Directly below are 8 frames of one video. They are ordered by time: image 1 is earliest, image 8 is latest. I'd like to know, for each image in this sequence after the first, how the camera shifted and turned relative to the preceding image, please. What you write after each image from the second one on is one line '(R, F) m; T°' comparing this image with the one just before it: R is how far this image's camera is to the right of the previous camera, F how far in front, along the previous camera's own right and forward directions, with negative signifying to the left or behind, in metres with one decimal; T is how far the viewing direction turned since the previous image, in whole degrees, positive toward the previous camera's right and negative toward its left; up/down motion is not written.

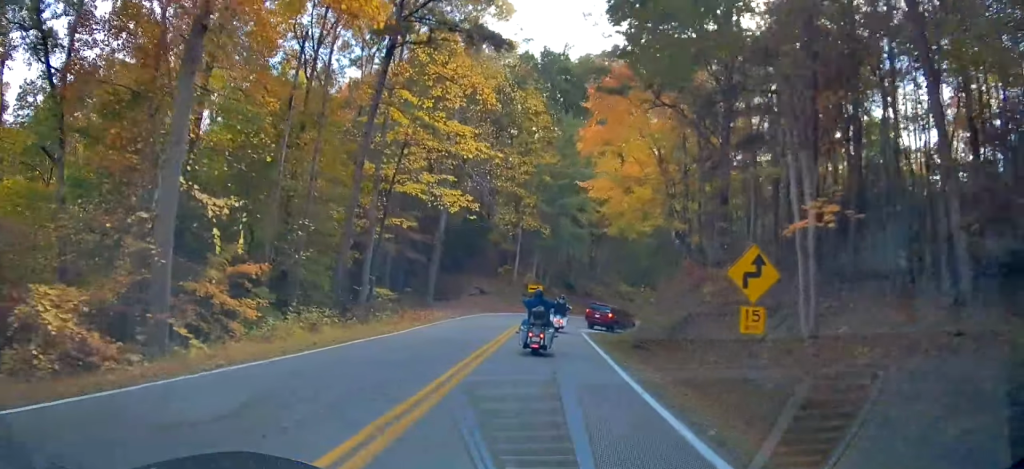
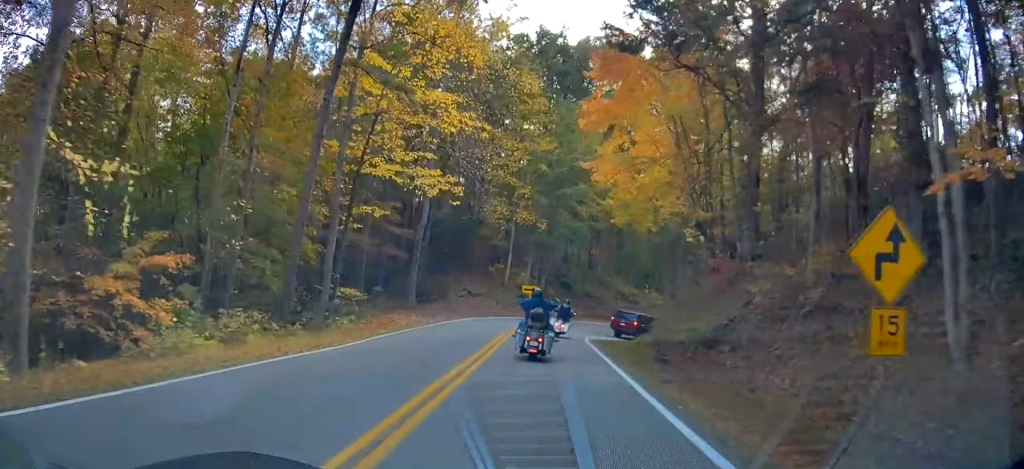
(-0.2, +5.4) m; 0°
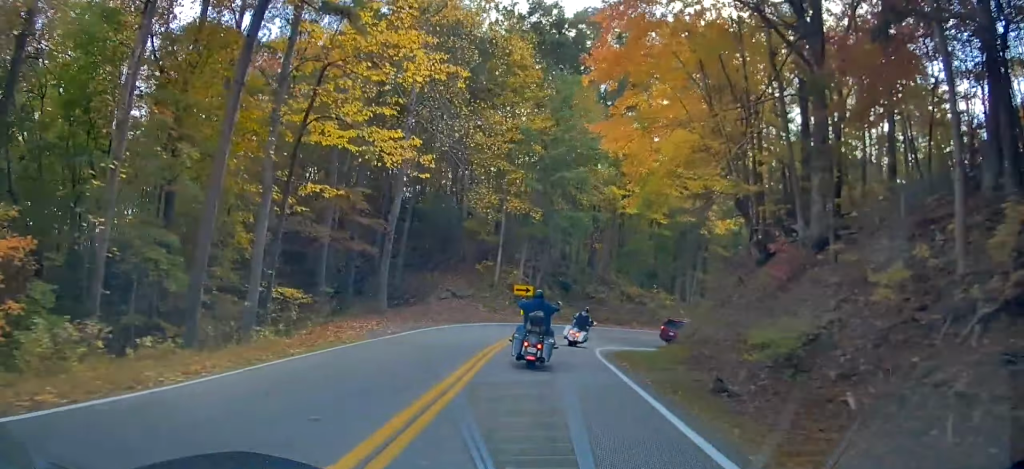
(+0.2, +6.5) m; +2°
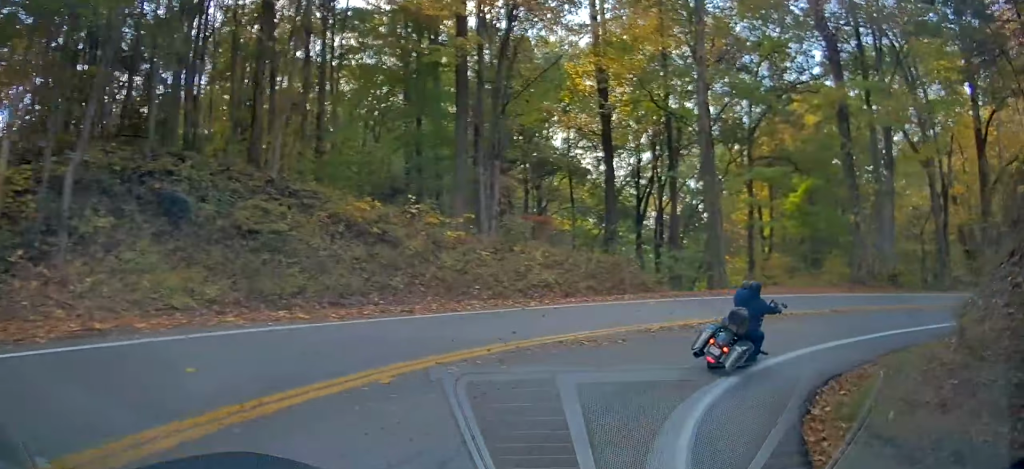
(+2.6, +32.1) m; +20°
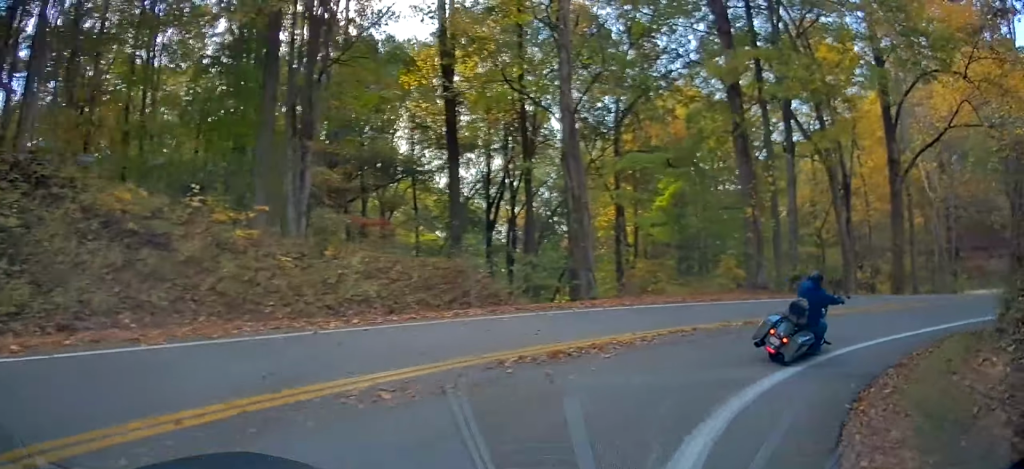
(+0.5, +4.7) m; +20°
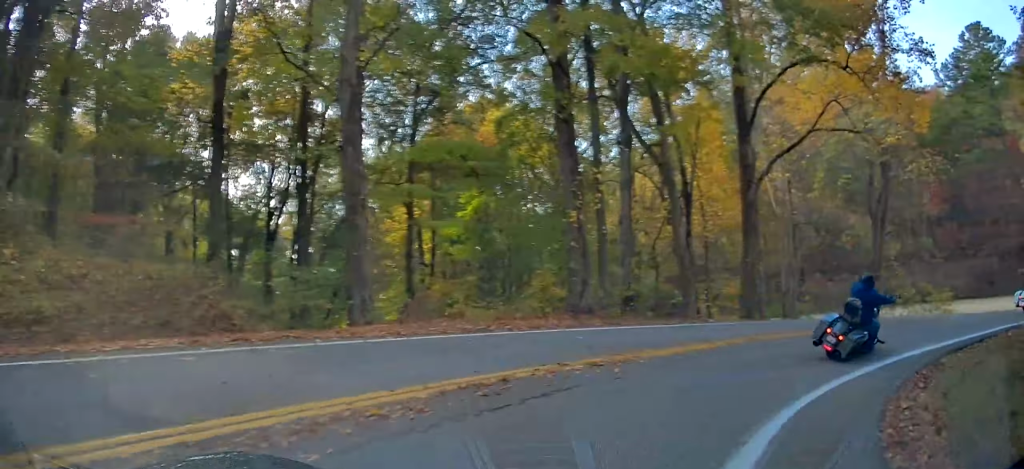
(+1.1, +4.6) m; +23°
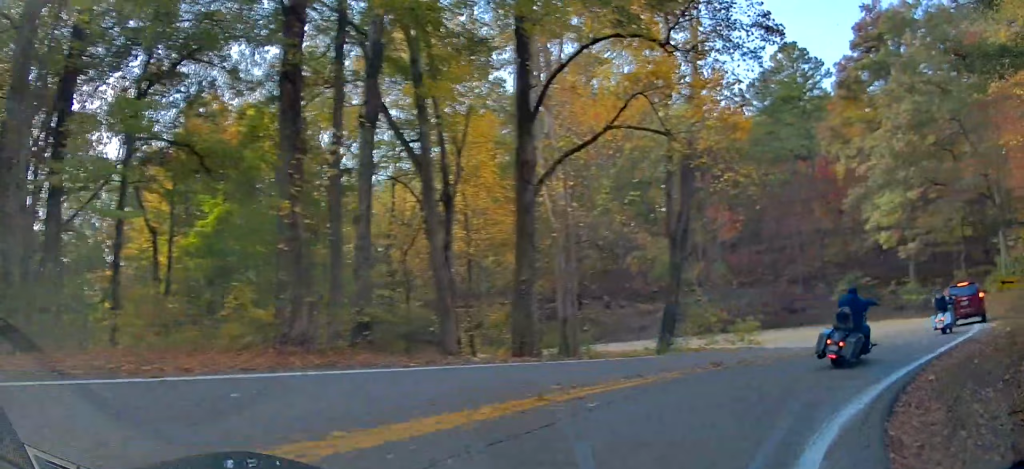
(+0.9, +4.9) m; +23°
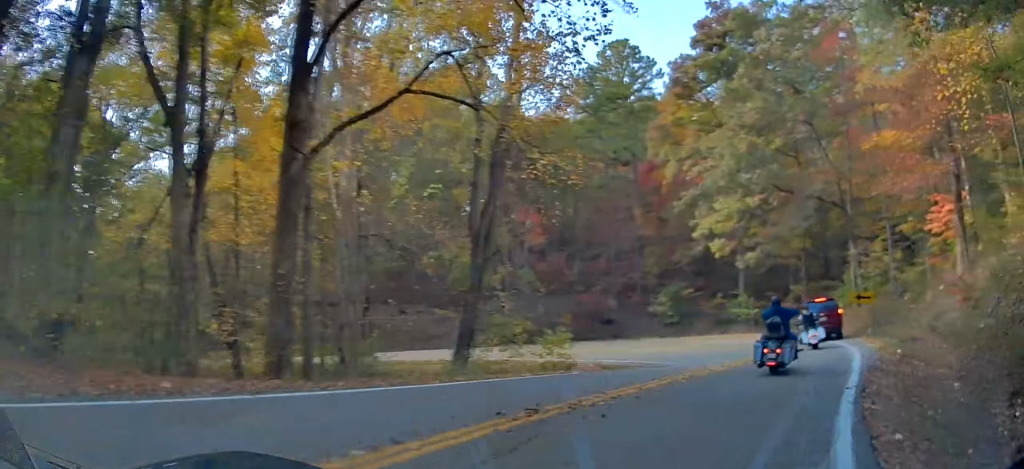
(+0.8, +4.2) m; +14°
